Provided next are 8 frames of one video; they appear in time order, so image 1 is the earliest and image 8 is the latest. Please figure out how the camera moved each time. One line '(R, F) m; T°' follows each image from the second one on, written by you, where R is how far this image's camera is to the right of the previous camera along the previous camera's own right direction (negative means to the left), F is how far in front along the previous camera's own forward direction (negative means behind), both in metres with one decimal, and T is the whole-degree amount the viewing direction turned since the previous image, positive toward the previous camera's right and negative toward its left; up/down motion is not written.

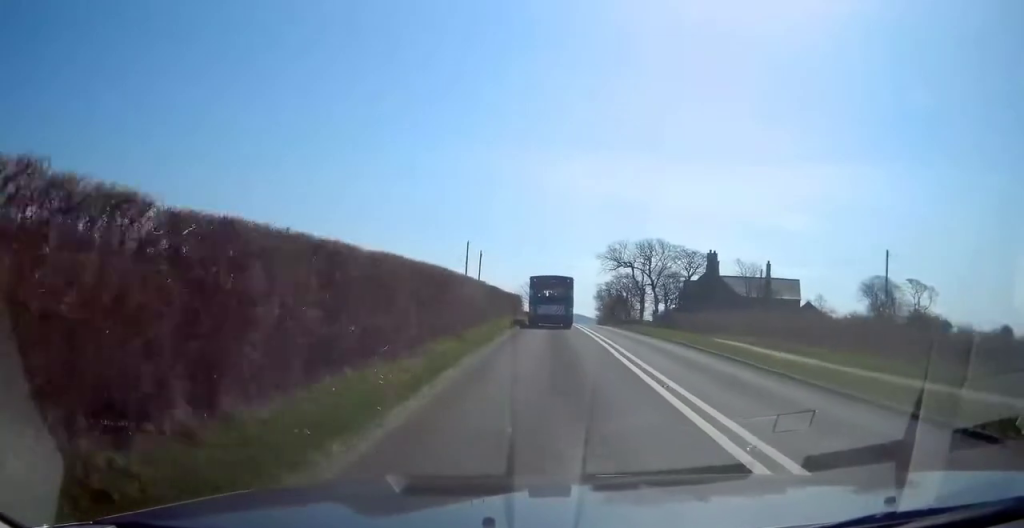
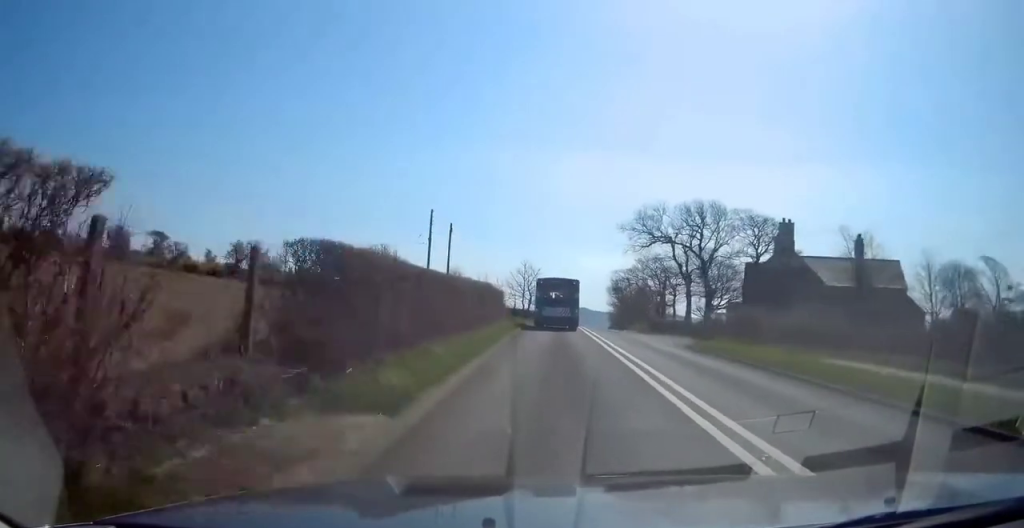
(0.0, +25.0) m; 0°
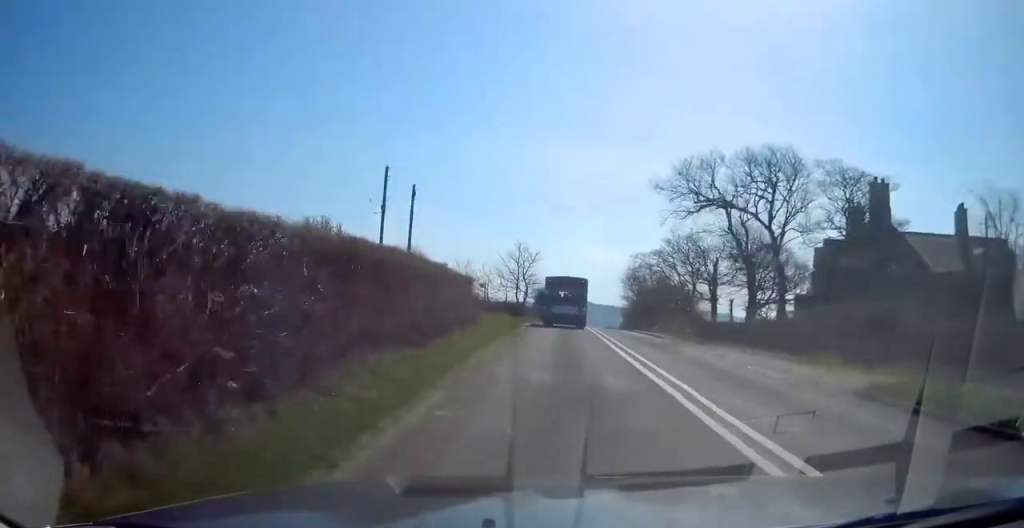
(0.0, +16.4) m; 0°
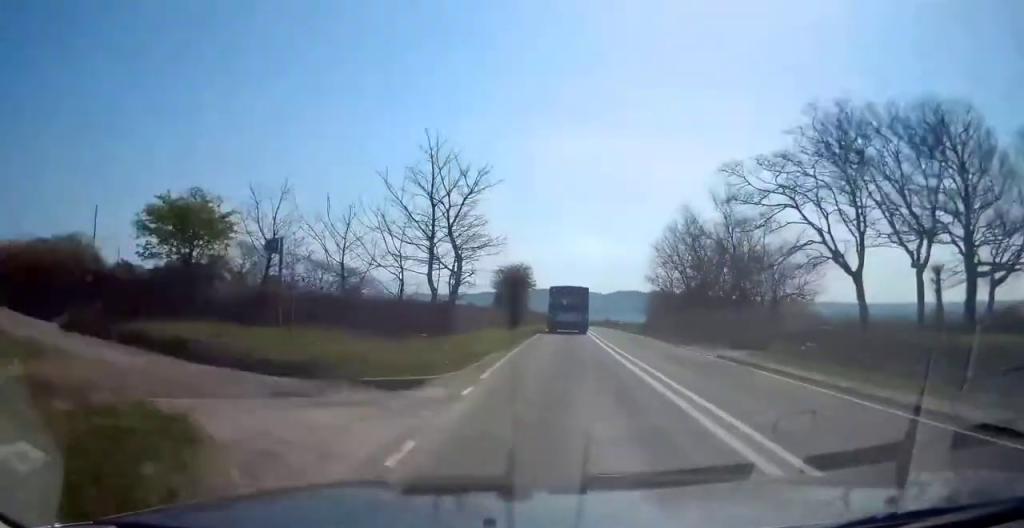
(-0.2, +35.0) m; -1°
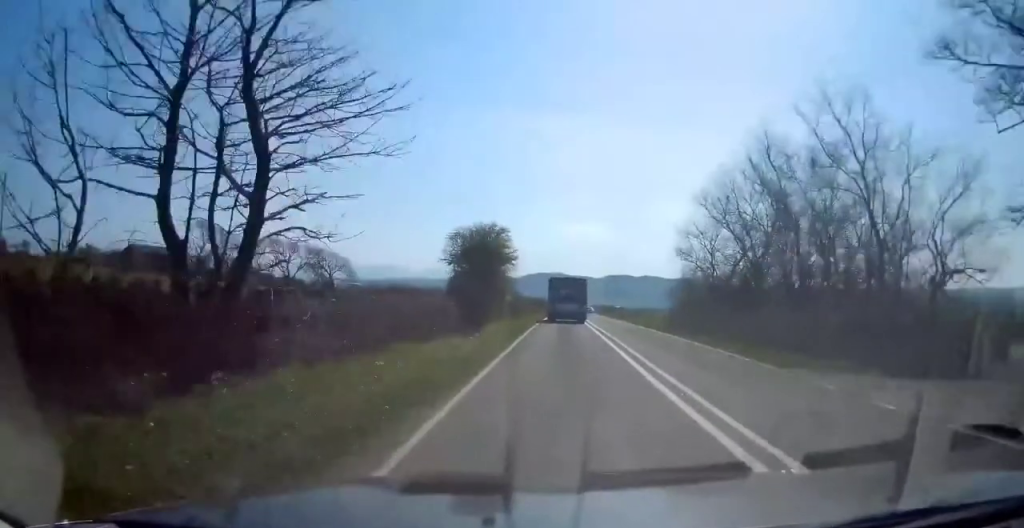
(0.0, +15.1) m; +1°
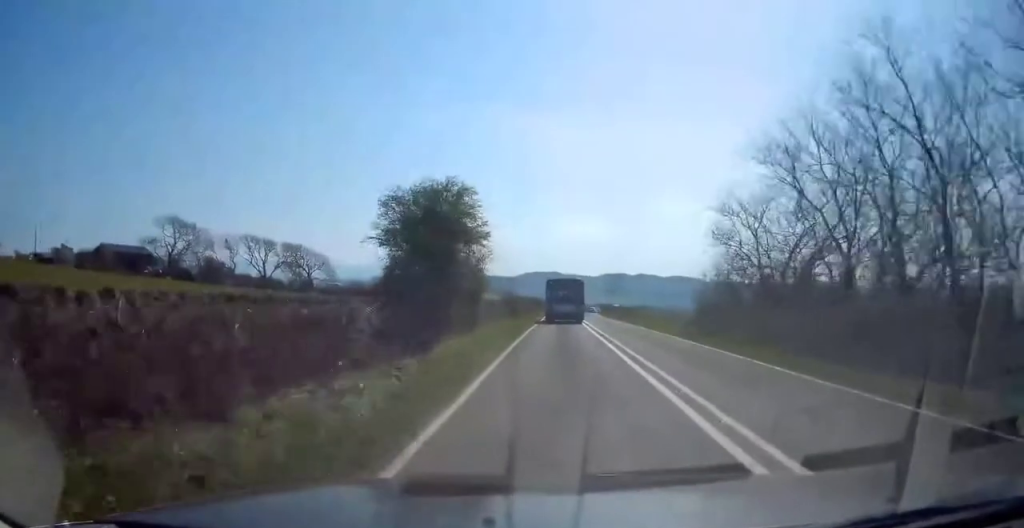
(-0.2, +9.0) m; +1°
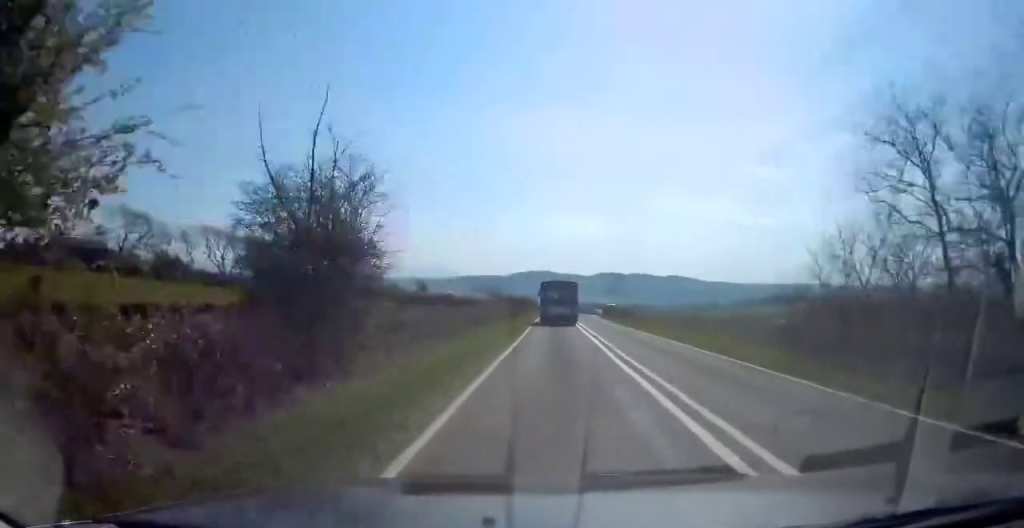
(+0.6, +14.1) m; 0°
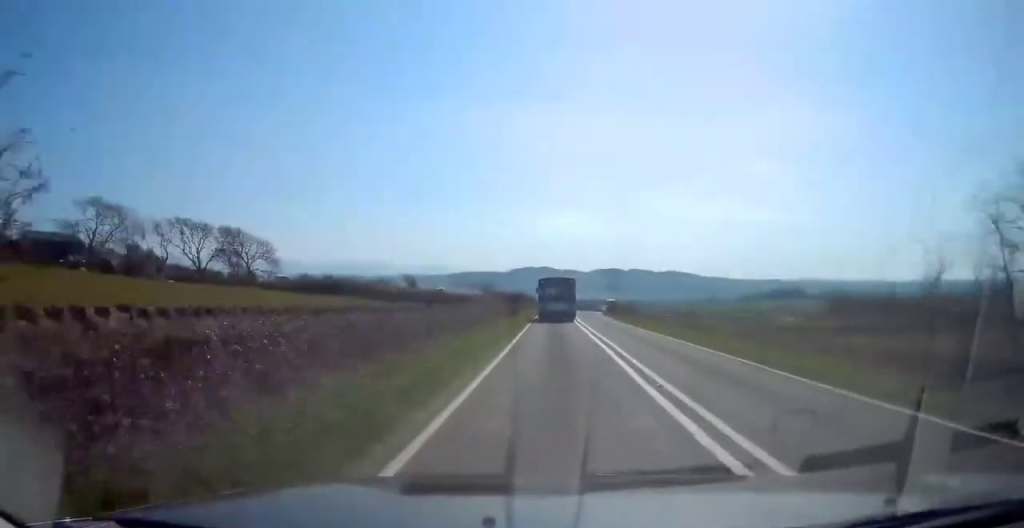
(0.0, +8.1) m; 0°
